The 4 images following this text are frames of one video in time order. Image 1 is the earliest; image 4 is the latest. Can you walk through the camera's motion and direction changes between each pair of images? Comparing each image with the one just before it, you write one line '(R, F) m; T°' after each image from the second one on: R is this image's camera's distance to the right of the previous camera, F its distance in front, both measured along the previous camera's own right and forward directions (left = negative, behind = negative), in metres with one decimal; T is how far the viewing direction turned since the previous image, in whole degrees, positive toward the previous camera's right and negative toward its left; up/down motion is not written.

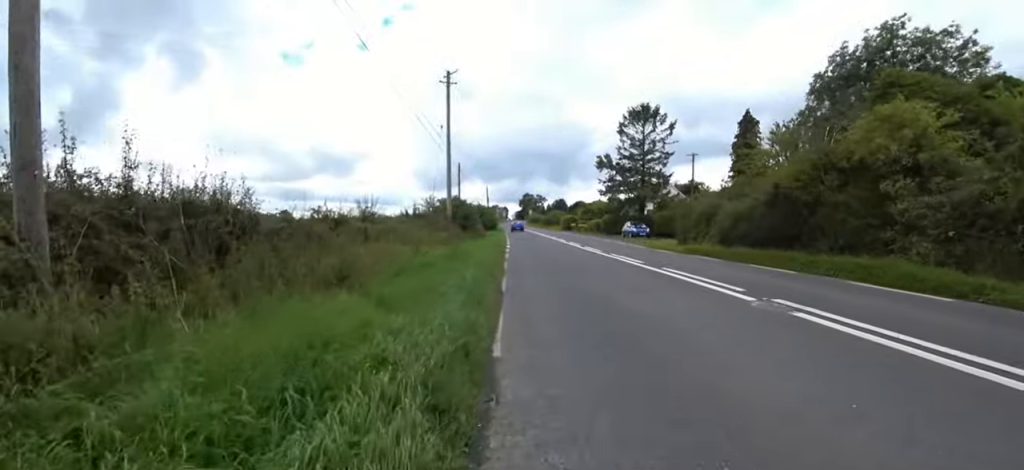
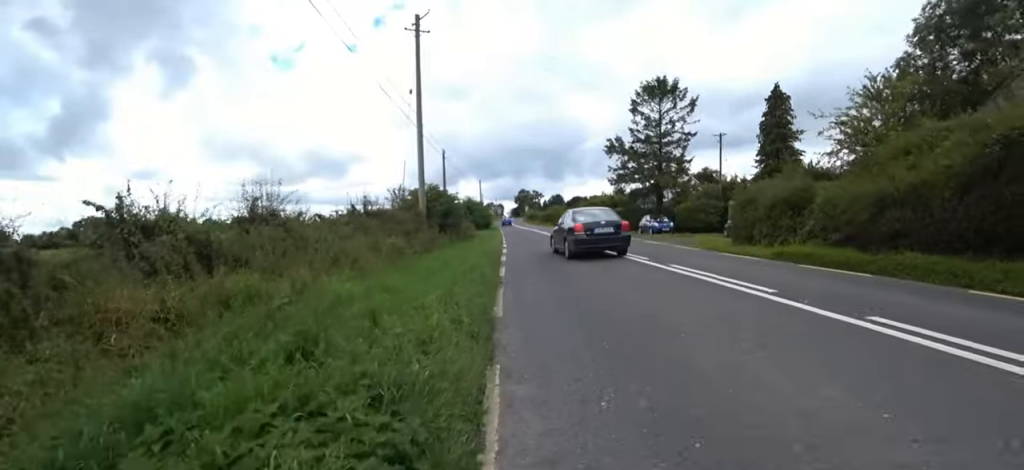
(+0.1, +6.5) m; 0°
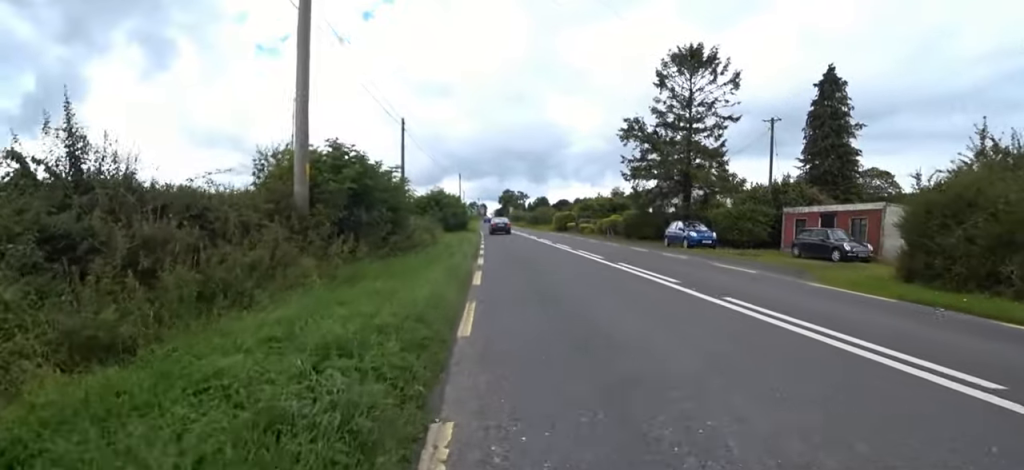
(-0.1, +9.6) m; 0°
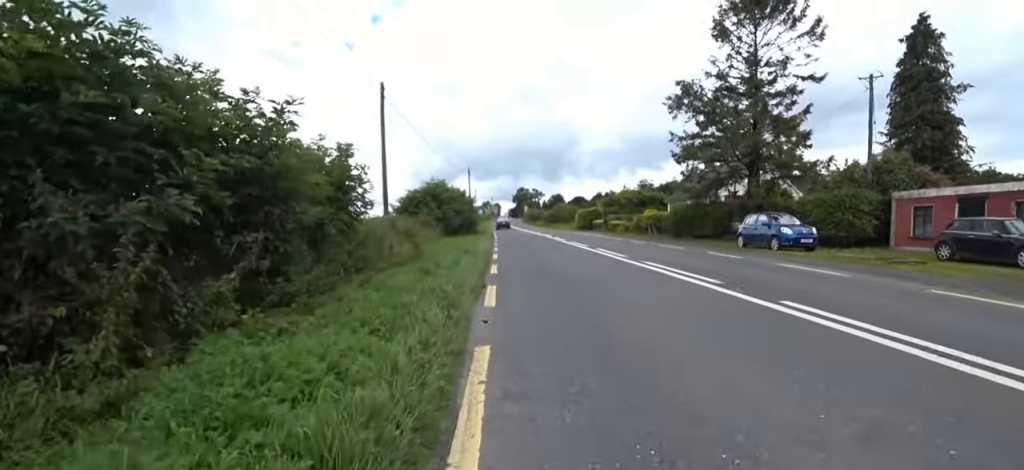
(0.0, +6.8) m; 0°
